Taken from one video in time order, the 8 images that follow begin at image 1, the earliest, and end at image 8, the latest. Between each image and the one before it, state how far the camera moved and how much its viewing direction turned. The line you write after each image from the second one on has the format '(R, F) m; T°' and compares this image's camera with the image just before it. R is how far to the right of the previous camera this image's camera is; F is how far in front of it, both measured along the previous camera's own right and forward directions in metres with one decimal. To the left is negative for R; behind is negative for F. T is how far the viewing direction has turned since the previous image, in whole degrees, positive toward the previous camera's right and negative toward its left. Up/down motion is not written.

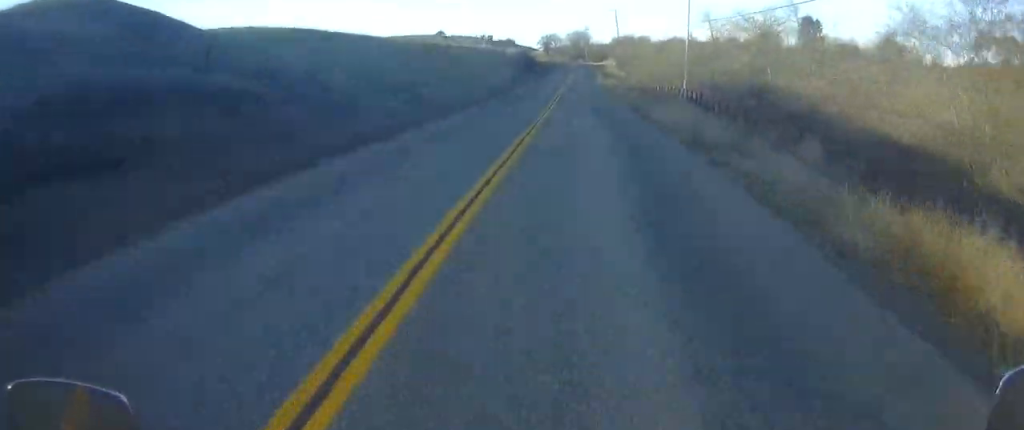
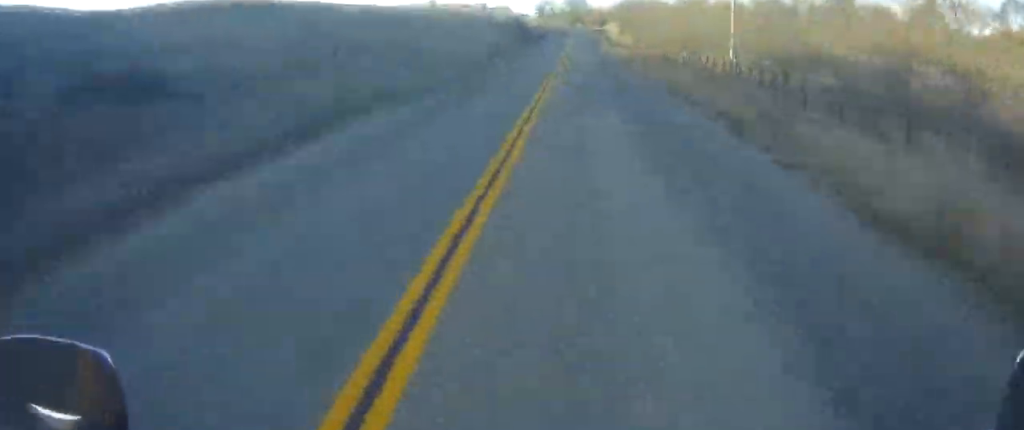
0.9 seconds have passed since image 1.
(-0.1, +17.7) m; 0°
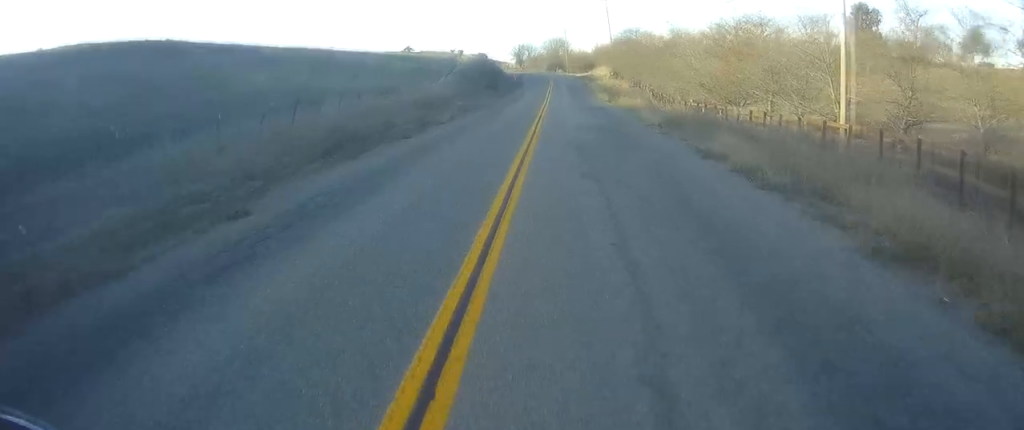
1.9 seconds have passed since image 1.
(+0.1, +19.2) m; +1°
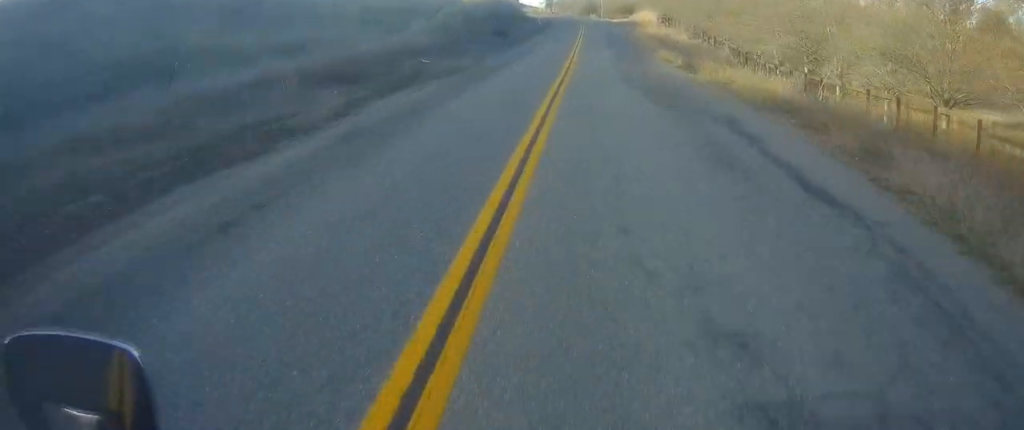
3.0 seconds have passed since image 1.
(+0.1, +20.4) m; 0°
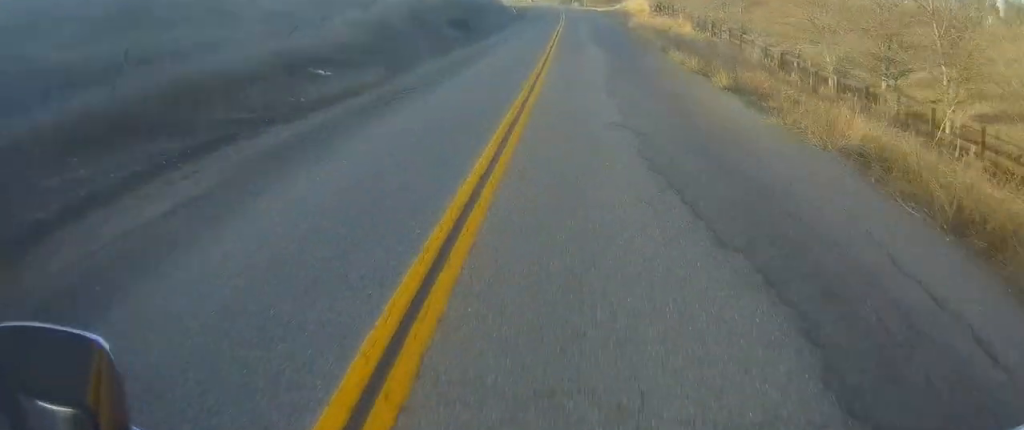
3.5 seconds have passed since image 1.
(0.0, +10.2) m; 0°
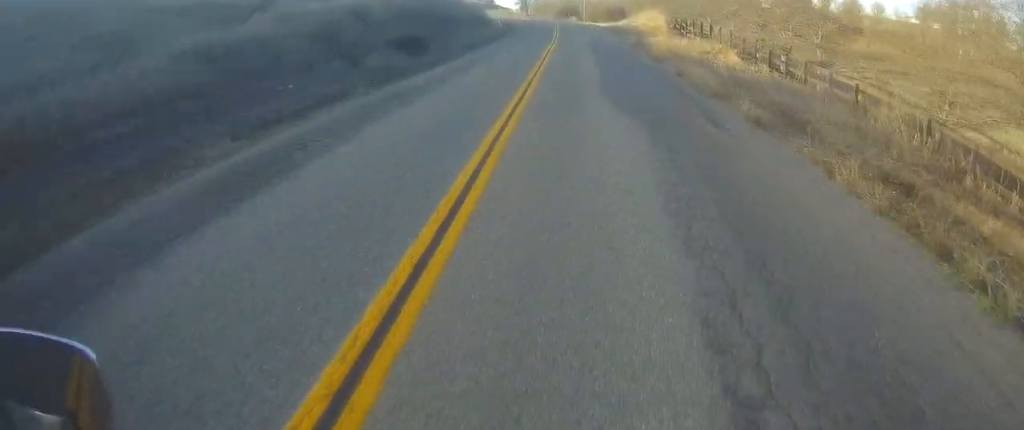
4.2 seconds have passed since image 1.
(-0.1, +13.5) m; +2°
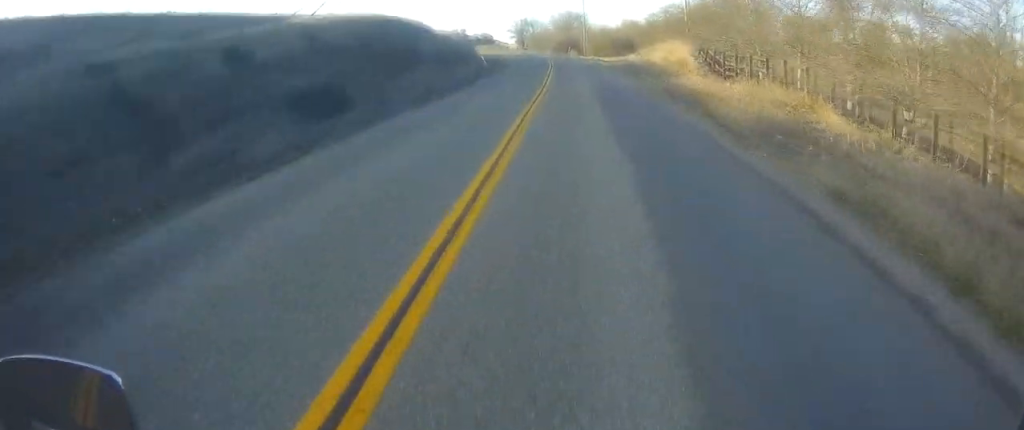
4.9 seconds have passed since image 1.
(+0.4, +12.6) m; +2°
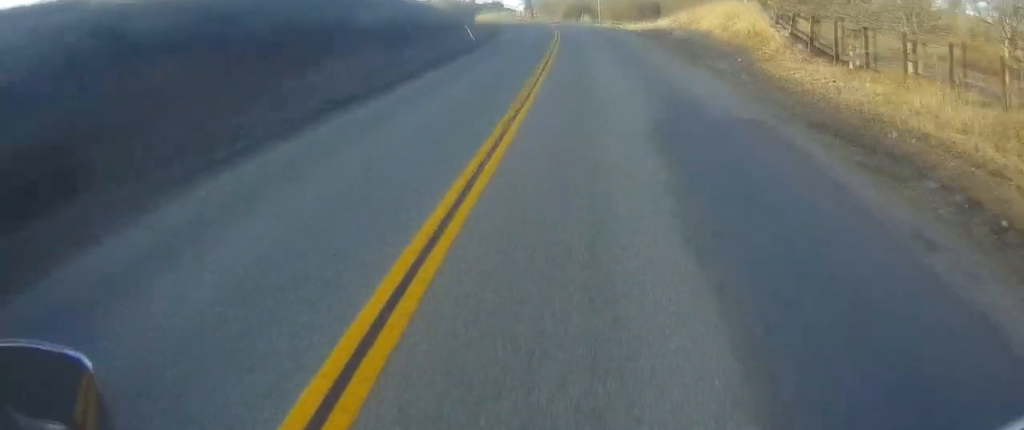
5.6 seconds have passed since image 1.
(+0.4, +14.9) m; +1°
